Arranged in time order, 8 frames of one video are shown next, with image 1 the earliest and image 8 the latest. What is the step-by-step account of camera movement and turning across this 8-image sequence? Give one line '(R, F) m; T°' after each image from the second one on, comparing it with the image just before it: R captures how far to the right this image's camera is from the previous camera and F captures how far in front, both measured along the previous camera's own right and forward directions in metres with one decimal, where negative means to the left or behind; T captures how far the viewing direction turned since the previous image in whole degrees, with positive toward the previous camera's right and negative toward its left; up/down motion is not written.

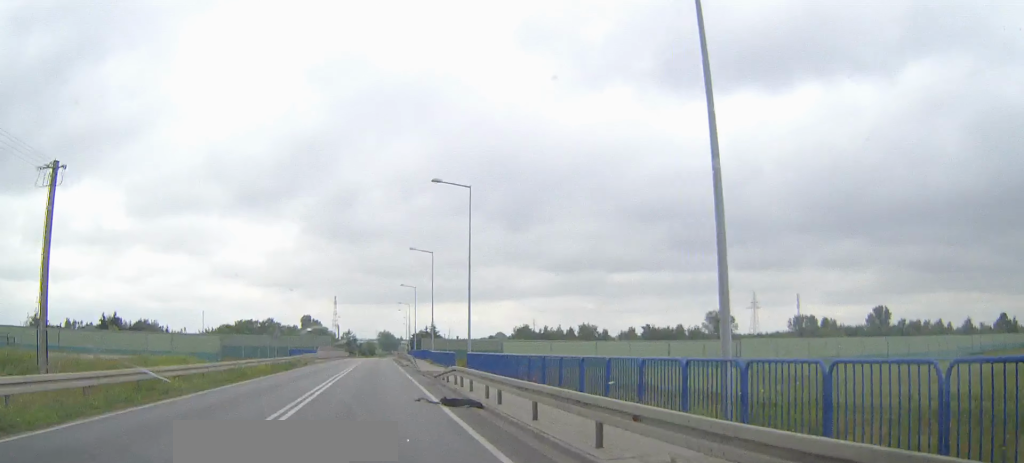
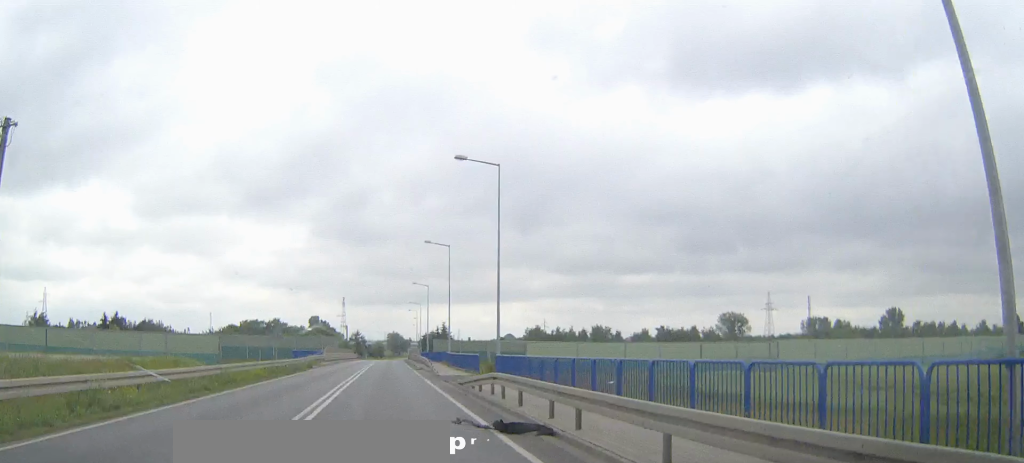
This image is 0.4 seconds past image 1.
(0.0, +5.3) m; -1°
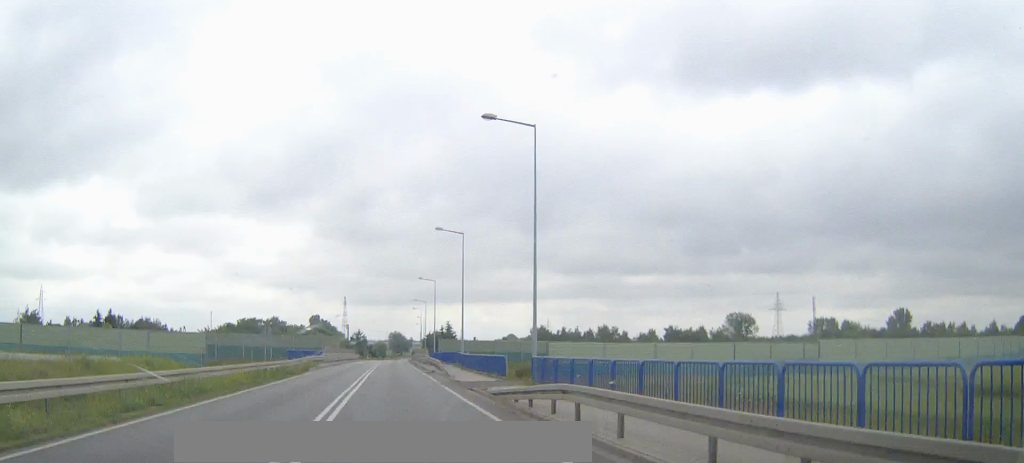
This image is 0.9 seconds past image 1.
(0.0, +6.4) m; 0°
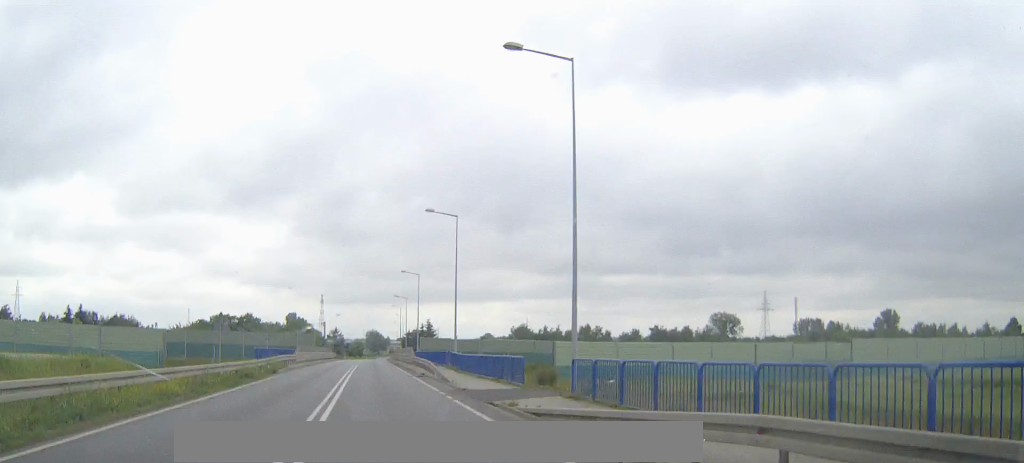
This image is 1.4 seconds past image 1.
(-0.1, +6.9) m; +1°
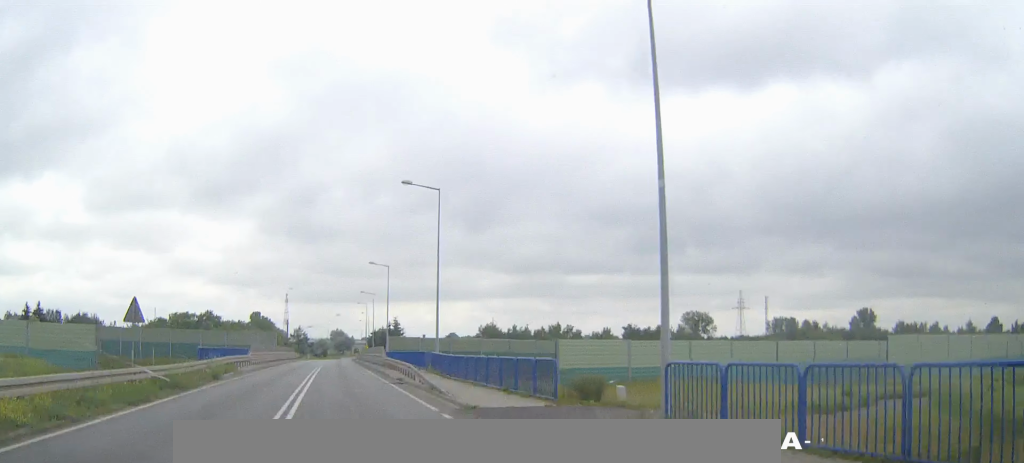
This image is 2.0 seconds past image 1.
(0.0, +7.6) m; +1°
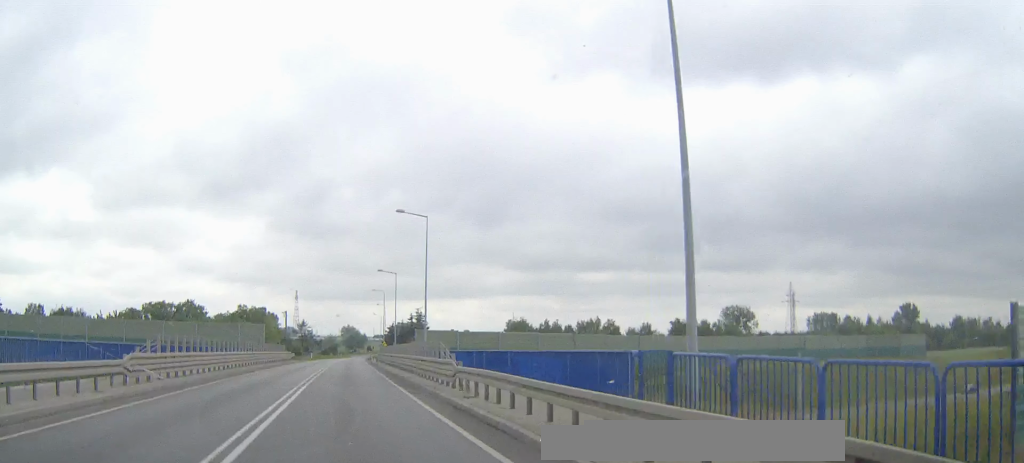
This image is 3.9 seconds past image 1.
(+0.8, +27.6) m; +2°
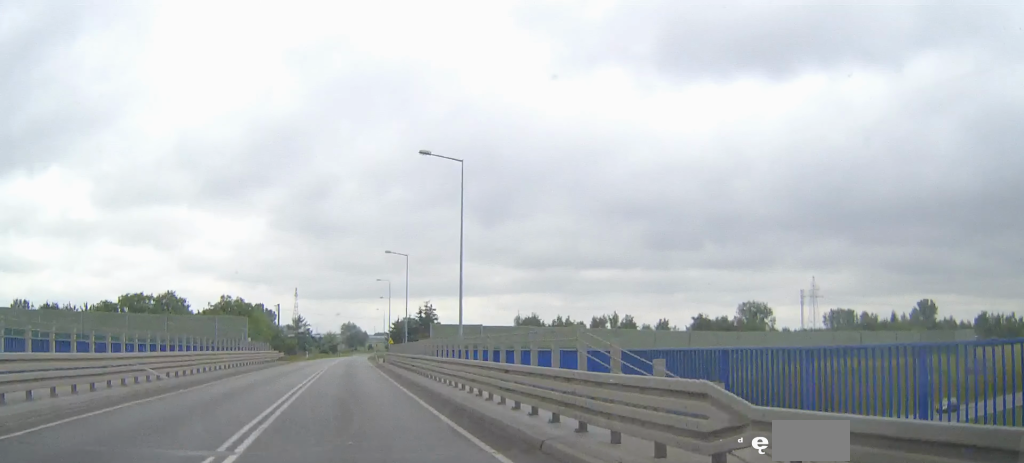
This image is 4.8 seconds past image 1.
(0.0, +13.7) m; 0°
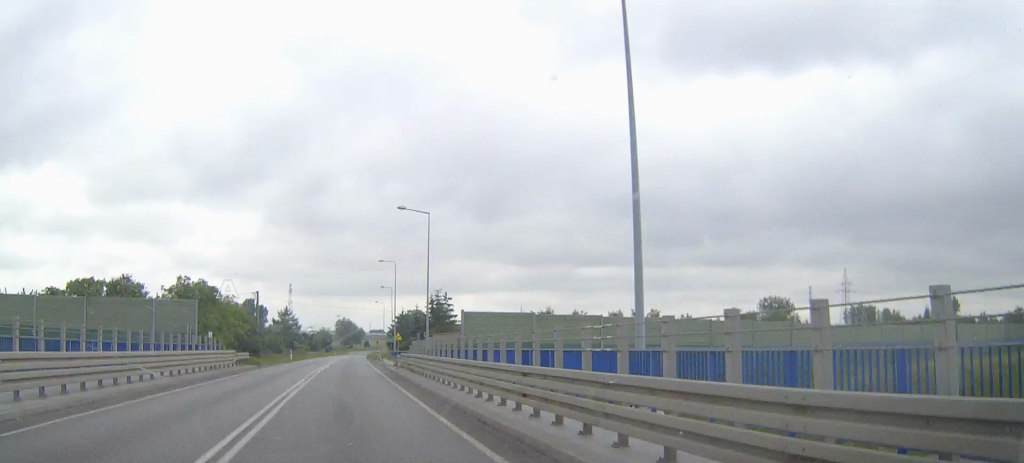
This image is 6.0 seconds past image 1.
(-0.1, +21.1) m; 0°
